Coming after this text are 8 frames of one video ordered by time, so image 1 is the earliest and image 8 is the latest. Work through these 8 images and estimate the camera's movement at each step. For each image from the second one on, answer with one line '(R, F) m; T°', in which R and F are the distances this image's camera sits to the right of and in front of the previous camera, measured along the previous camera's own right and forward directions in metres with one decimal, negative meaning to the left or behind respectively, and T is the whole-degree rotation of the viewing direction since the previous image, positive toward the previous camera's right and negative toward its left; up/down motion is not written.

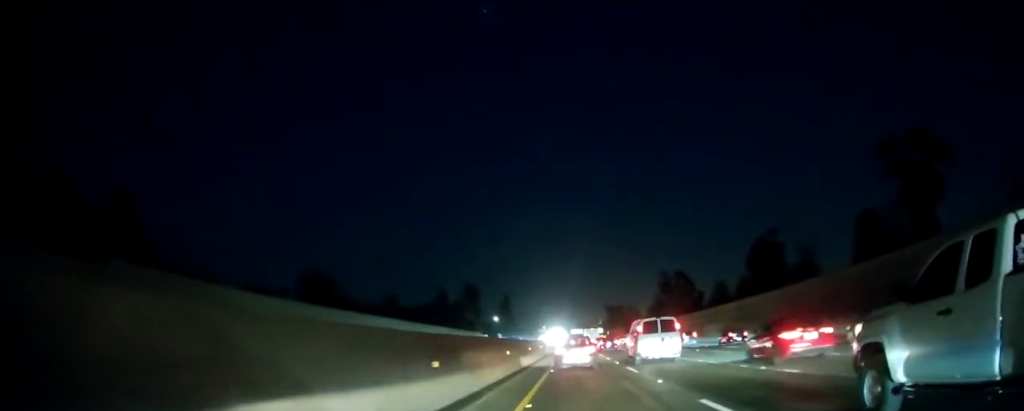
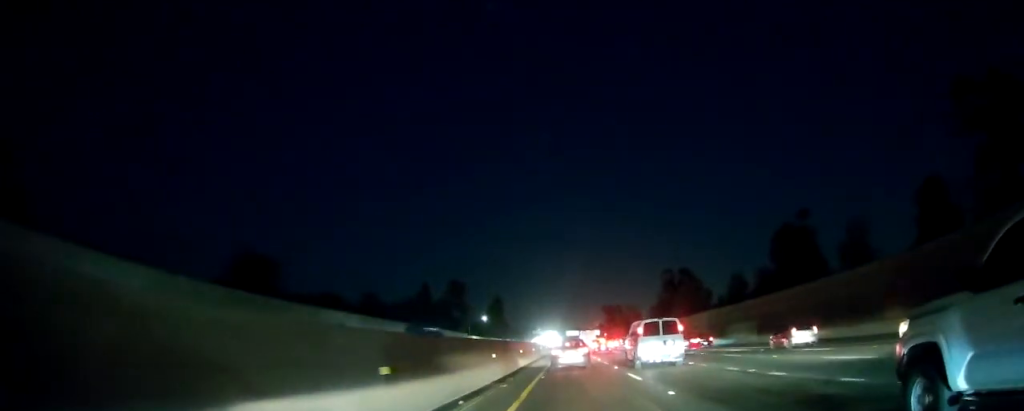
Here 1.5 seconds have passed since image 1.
(0.0, +17.3) m; 0°
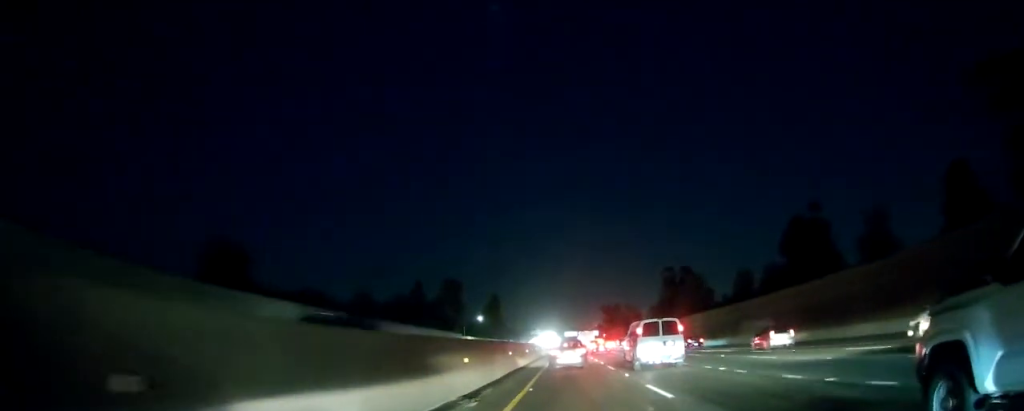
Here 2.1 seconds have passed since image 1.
(0.0, +6.1) m; 0°
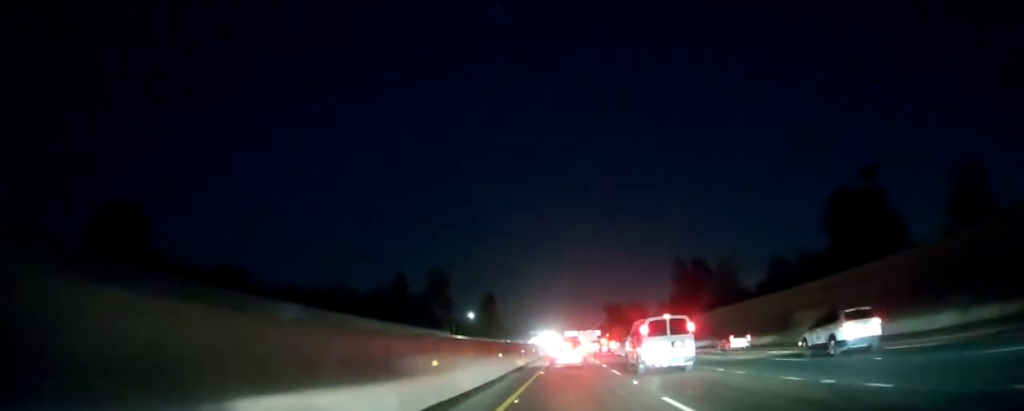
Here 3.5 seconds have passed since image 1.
(0.0, +17.4) m; 0°
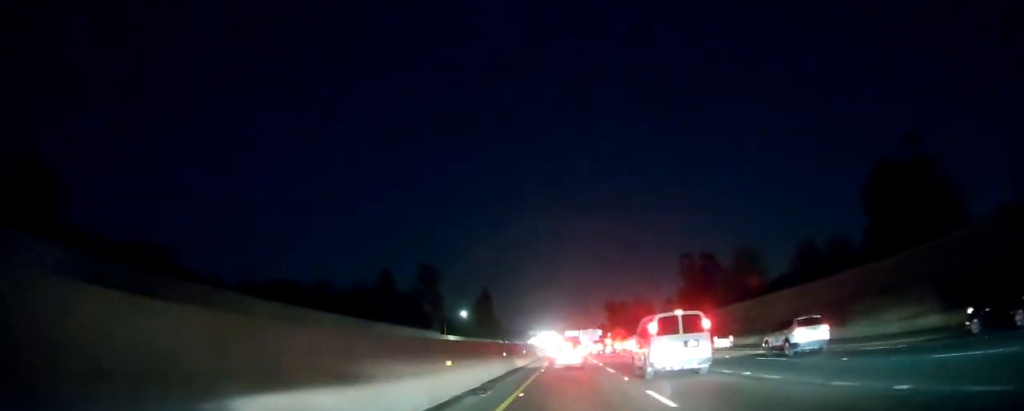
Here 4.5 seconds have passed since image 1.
(0.0, +11.7) m; 0°
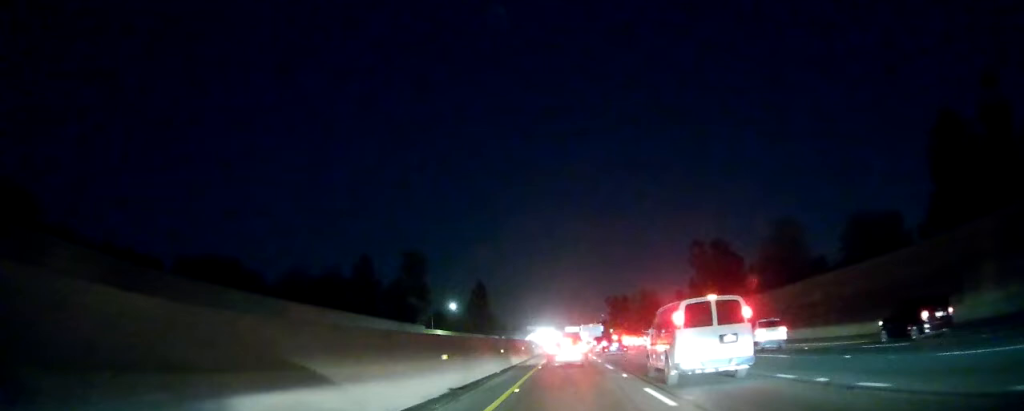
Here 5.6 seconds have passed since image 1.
(0.0, +14.7) m; 0°
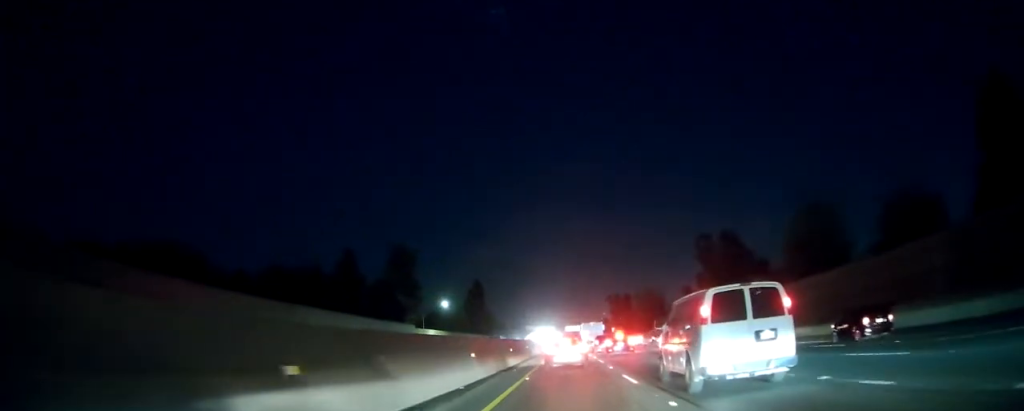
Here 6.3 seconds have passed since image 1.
(0.0, +9.9) m; 0°
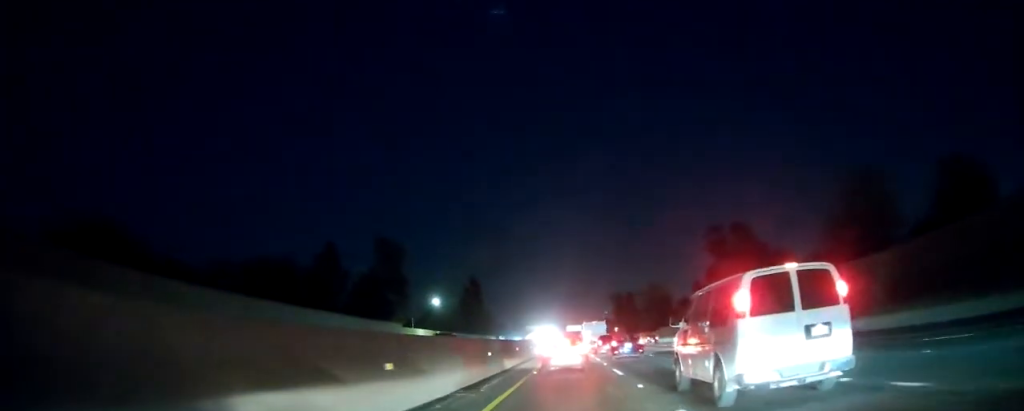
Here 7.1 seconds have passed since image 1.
(0.0, +10.8) m; 0°
